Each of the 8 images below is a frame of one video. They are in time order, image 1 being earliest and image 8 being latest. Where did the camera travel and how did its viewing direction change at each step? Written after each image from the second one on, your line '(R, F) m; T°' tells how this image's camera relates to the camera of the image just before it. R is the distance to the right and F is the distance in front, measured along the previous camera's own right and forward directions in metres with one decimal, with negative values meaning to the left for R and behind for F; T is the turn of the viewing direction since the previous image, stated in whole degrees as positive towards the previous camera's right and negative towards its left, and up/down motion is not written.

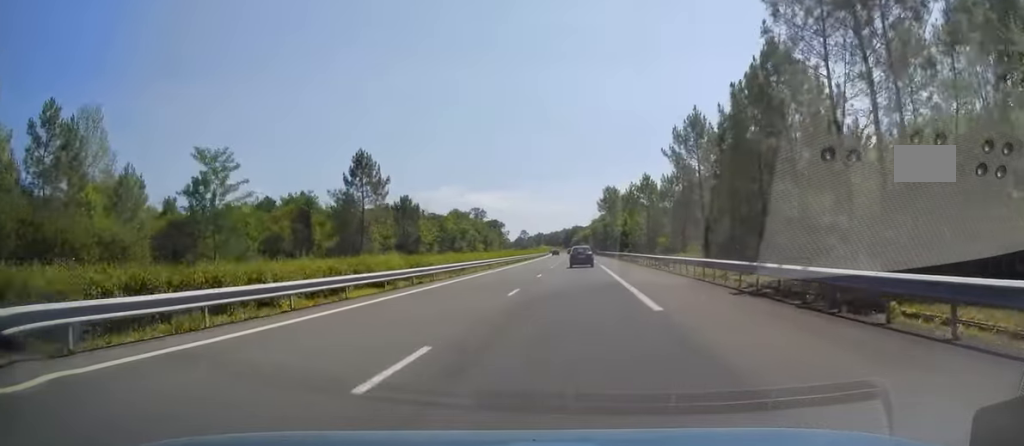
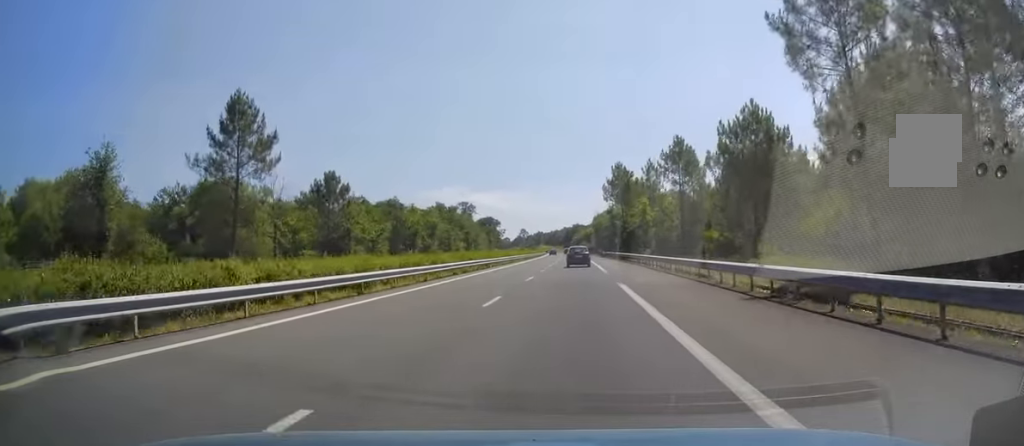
(0.0, +29.9) m; 0°
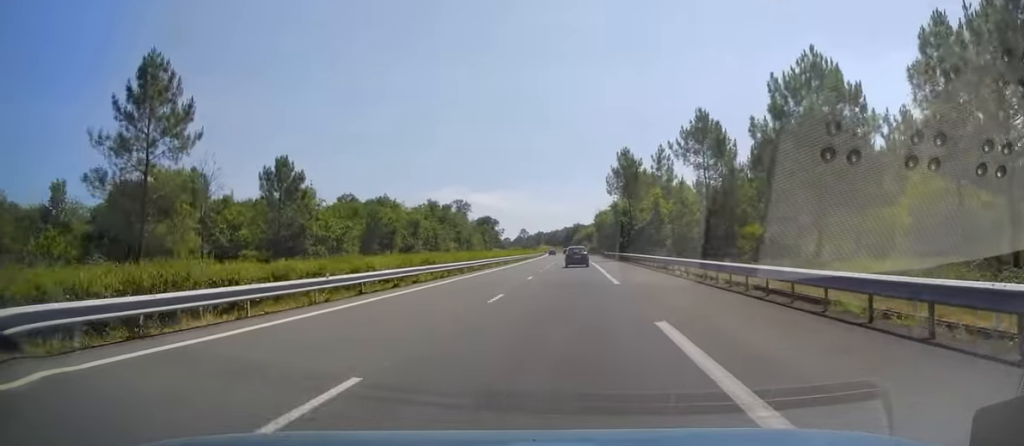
(0.0, +11.8) m; 0°
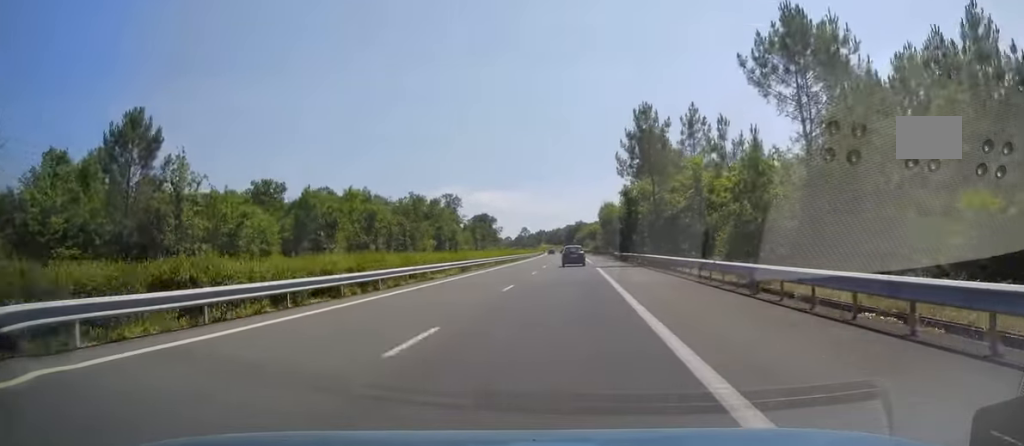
(0.0, +21.6) m; 0°
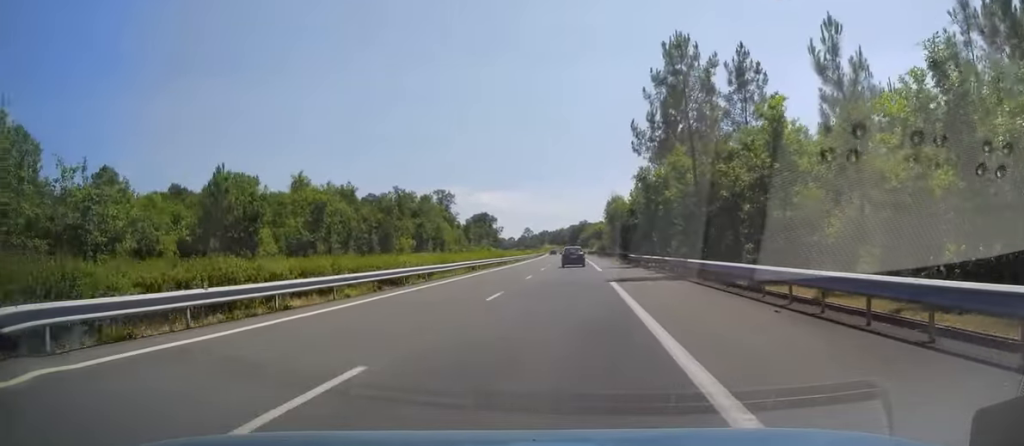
(0.0, +16.7) m; 0°
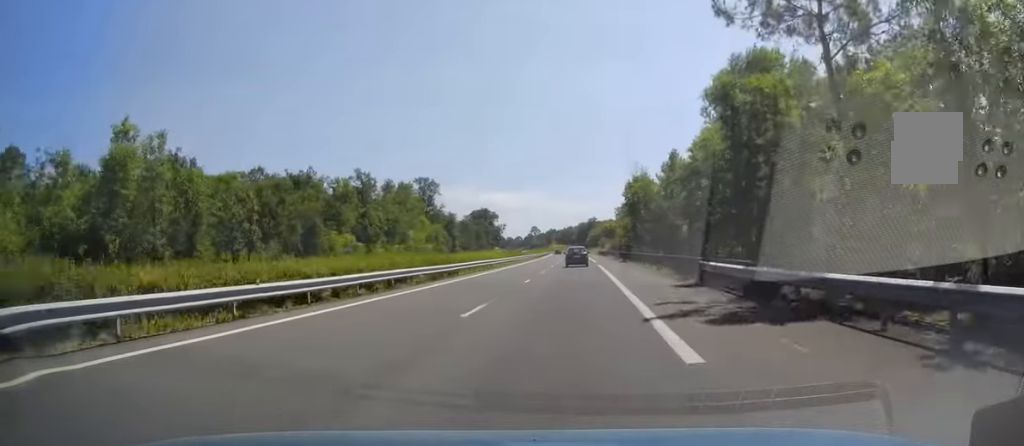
(-0.2, +30.5) m; -1°
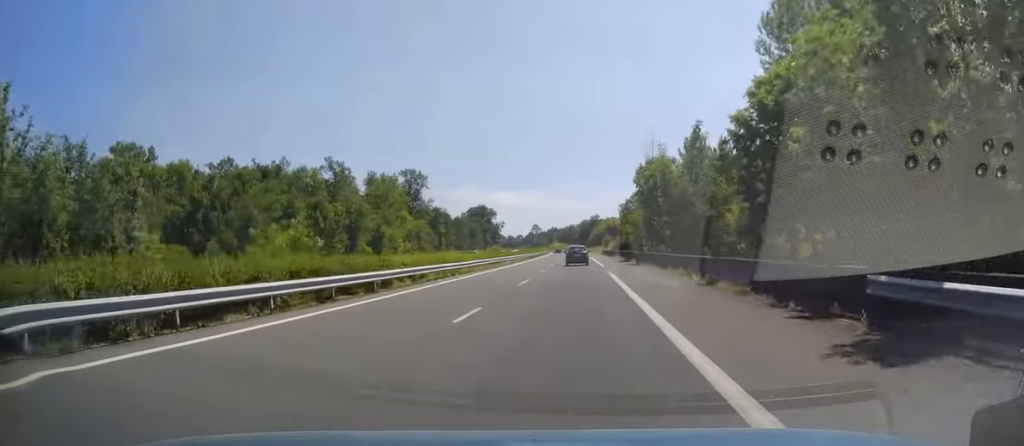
(-0.1, +14.2) m; 0°
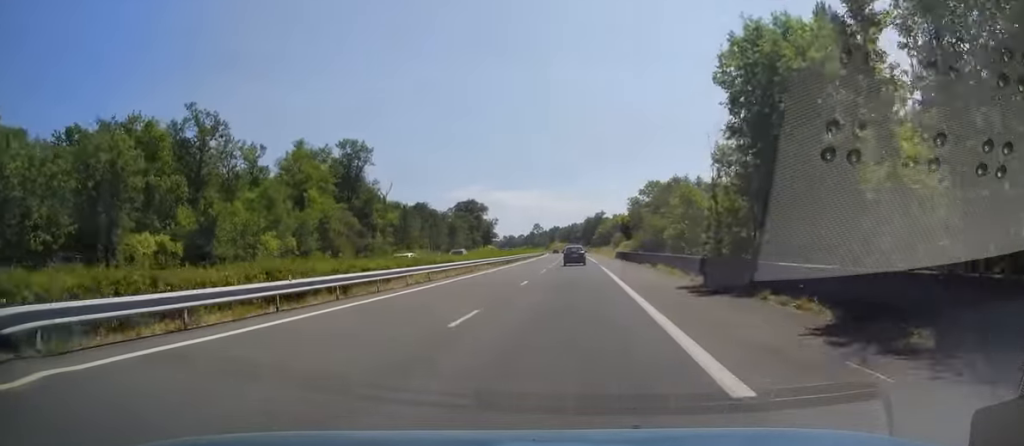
(-0.1, +39.6) m; 0°
